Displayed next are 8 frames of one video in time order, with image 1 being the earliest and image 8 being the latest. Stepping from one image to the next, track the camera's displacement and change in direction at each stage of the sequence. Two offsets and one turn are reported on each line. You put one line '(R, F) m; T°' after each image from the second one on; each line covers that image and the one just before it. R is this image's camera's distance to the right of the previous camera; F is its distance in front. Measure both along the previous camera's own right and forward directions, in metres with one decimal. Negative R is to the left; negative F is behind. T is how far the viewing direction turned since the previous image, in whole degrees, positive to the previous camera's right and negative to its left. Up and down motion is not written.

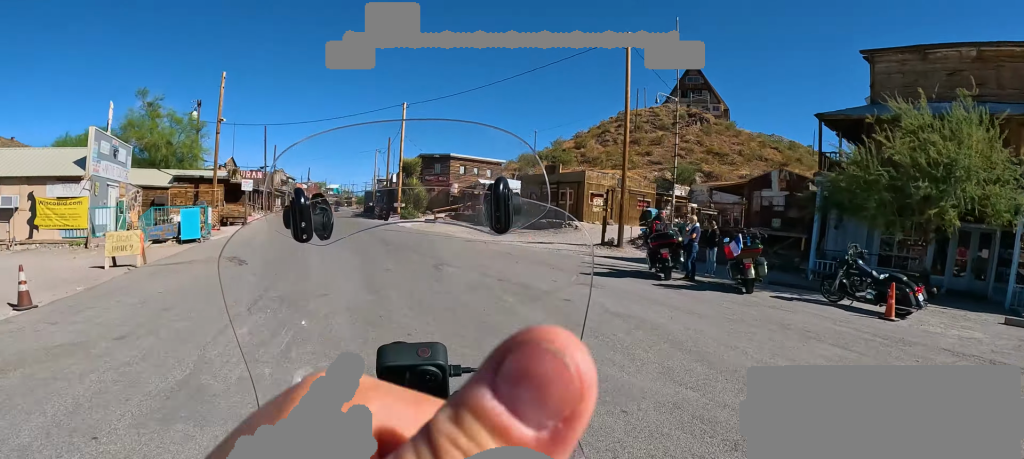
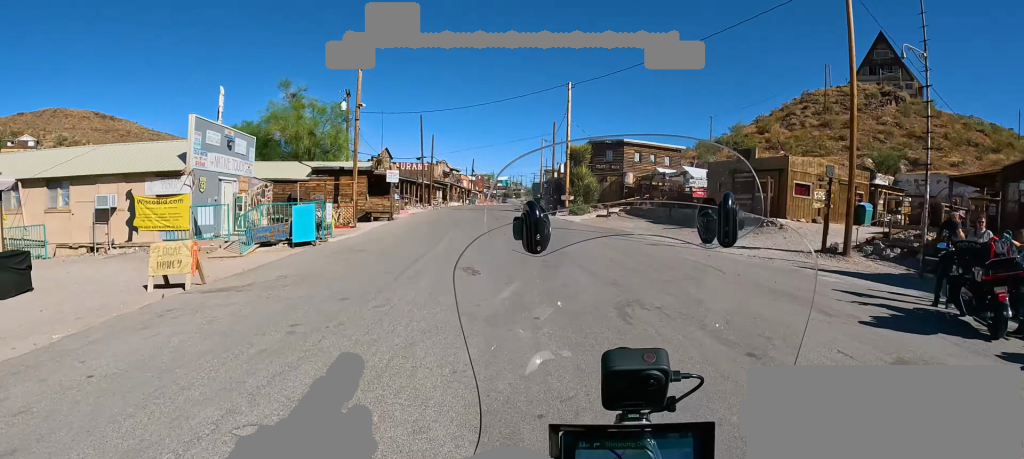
(-0.4, +4.7) m; -4°
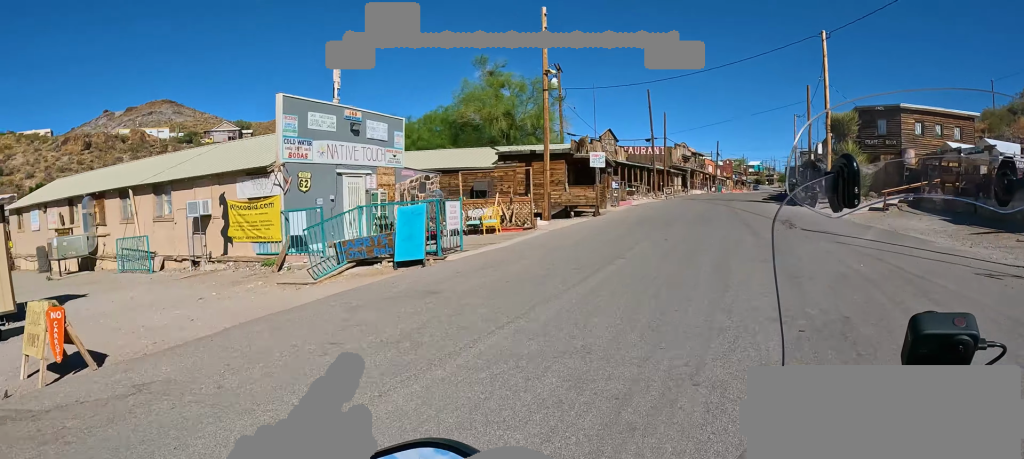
(+0.2, +6.7) m; +1°
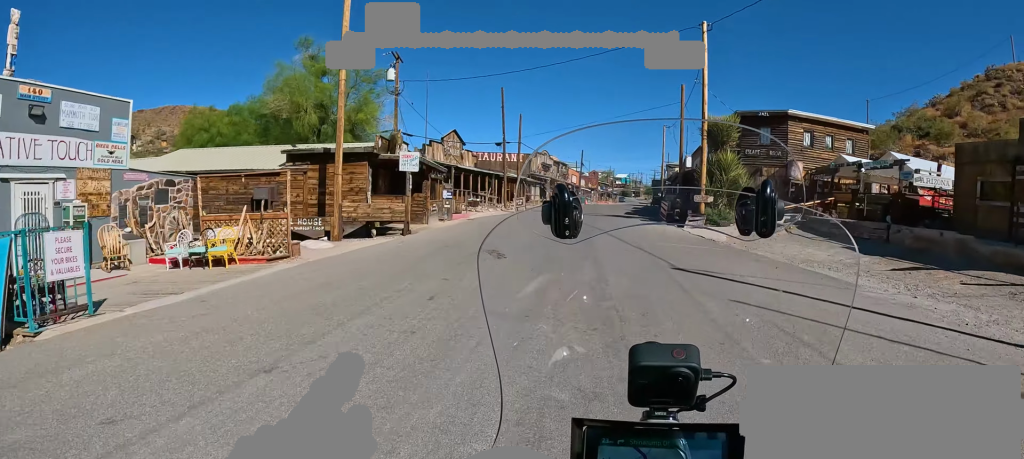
(0.0, +5.6) m; 0°
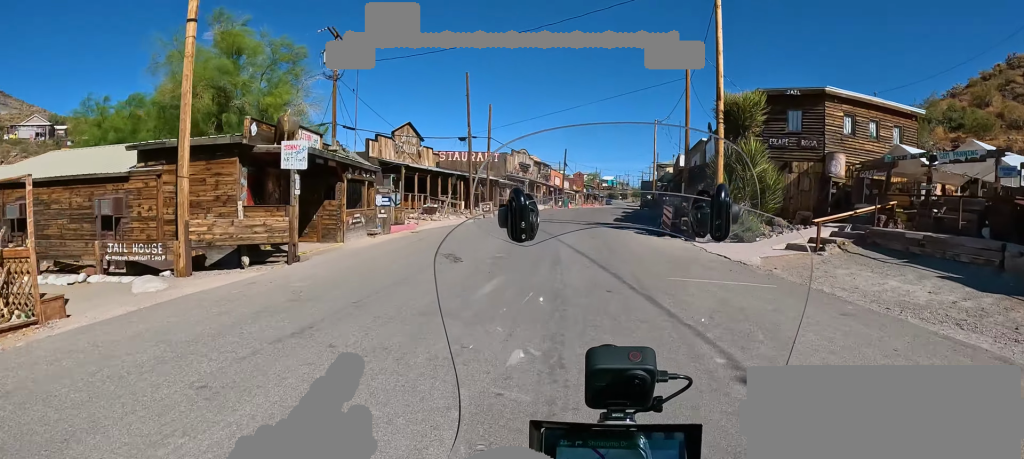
(0.0, +6.0) m; 0°
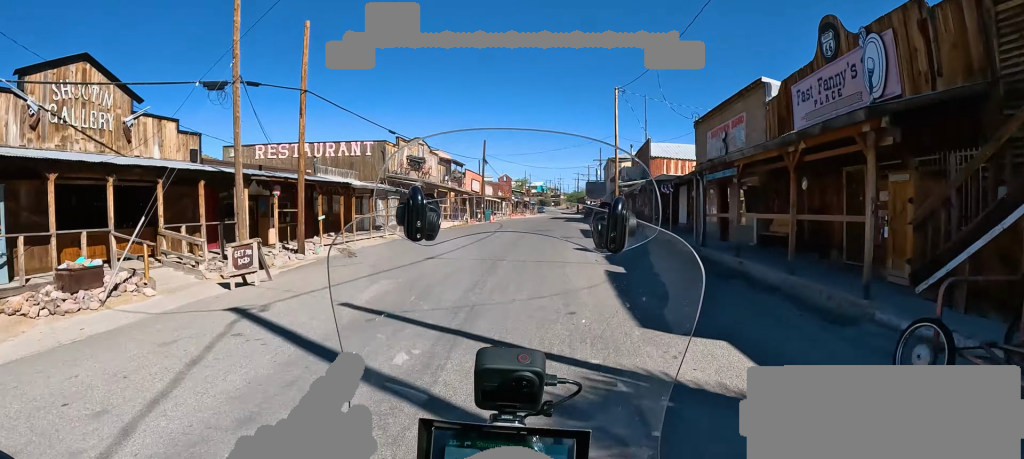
(-0.2, +19.1) m; 0°
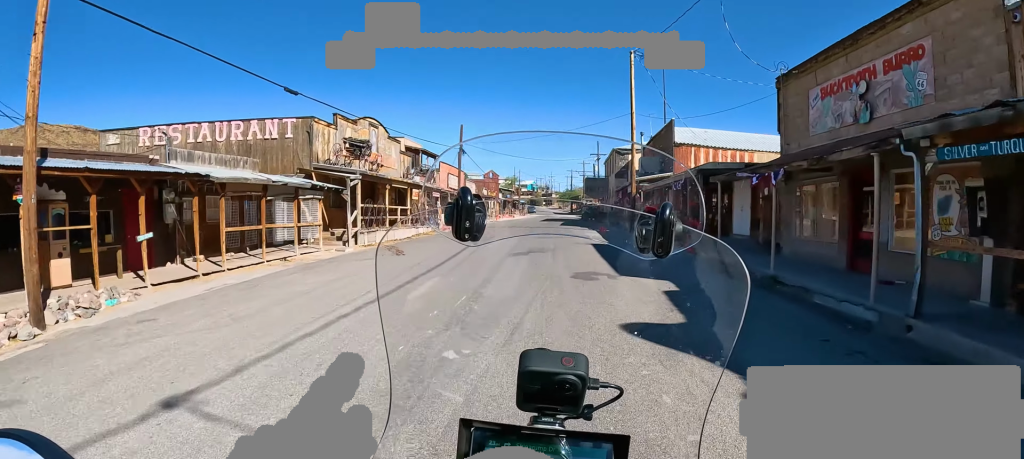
(+0.2, +9.5) m; +1°
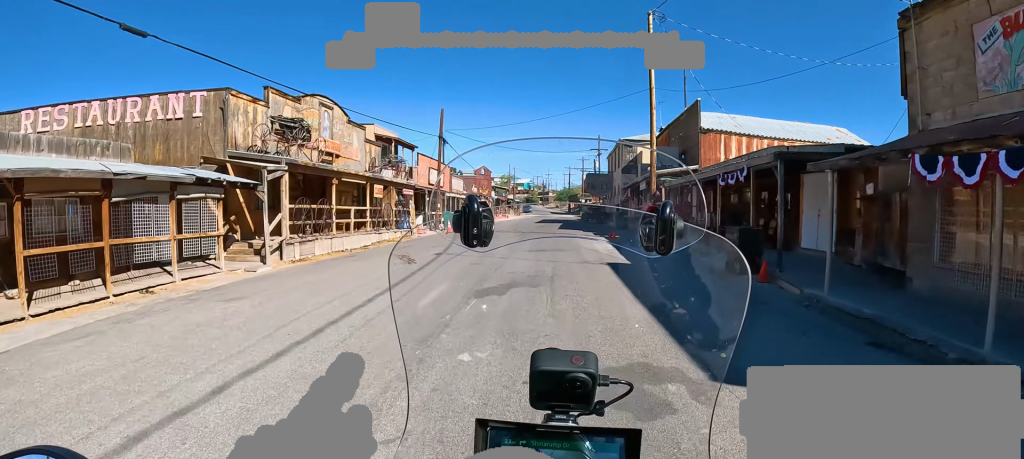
(+0.1, +6.0) m; -1°
